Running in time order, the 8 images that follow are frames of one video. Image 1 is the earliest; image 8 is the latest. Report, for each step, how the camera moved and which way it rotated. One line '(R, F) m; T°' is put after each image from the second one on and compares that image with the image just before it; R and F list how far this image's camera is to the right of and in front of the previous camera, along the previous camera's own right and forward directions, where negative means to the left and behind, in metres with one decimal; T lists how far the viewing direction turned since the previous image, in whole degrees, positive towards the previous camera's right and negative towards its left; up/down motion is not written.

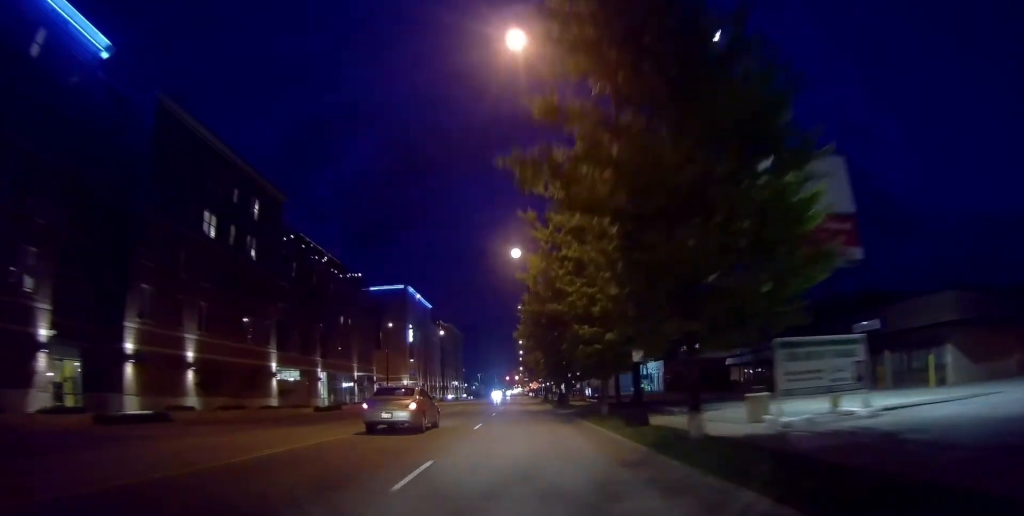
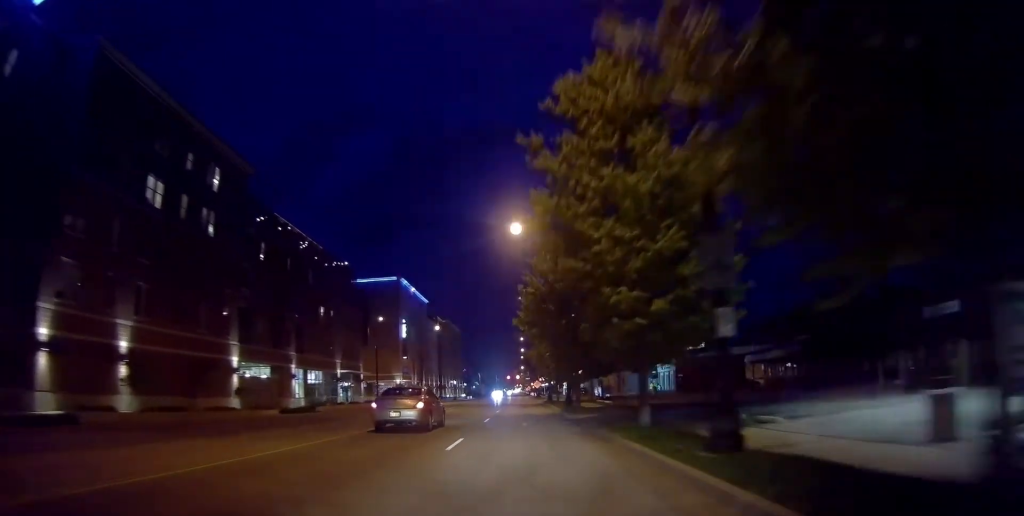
(0.0, +7.4) m; +1°
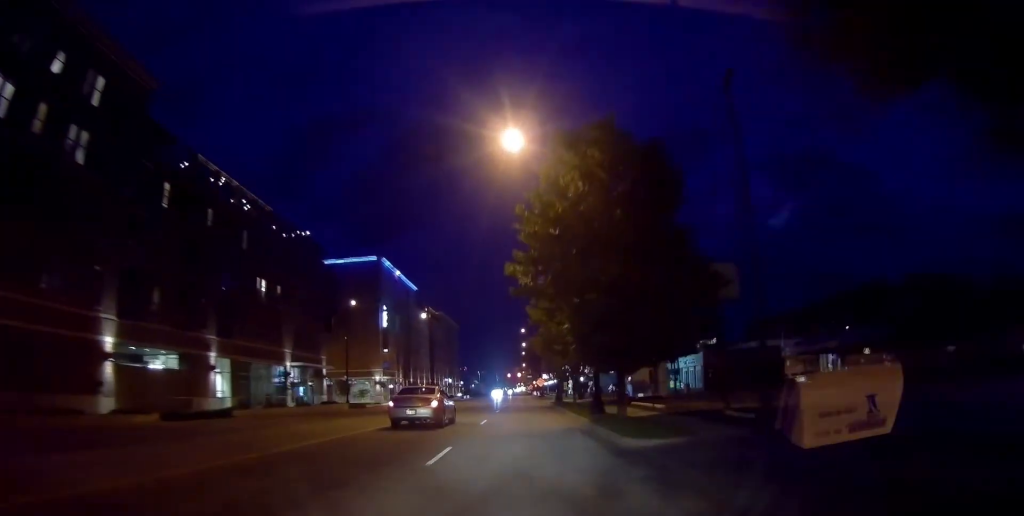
(+0.2, +15.1) m; +1°
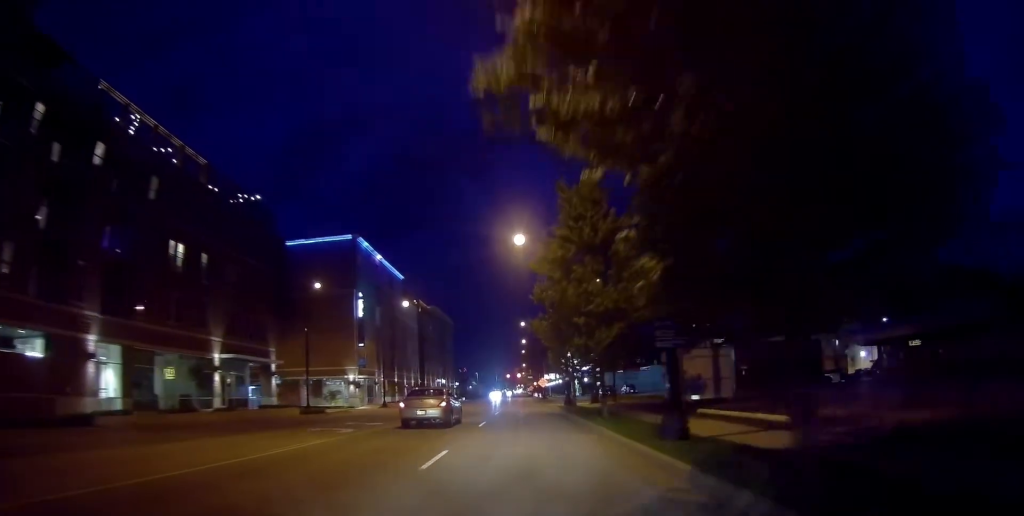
(+0.1, +12.9) m; -1°
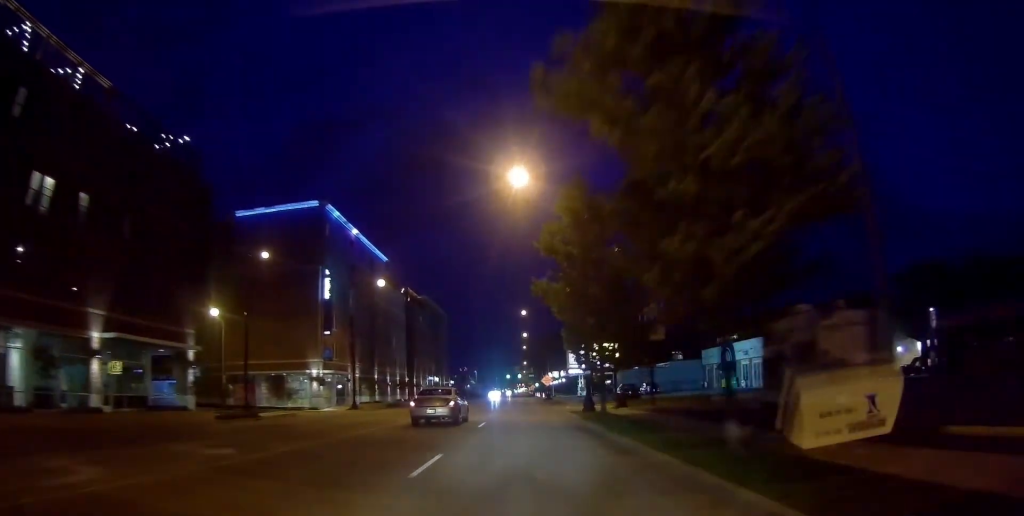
(-0.3, +13.5) m; -1°
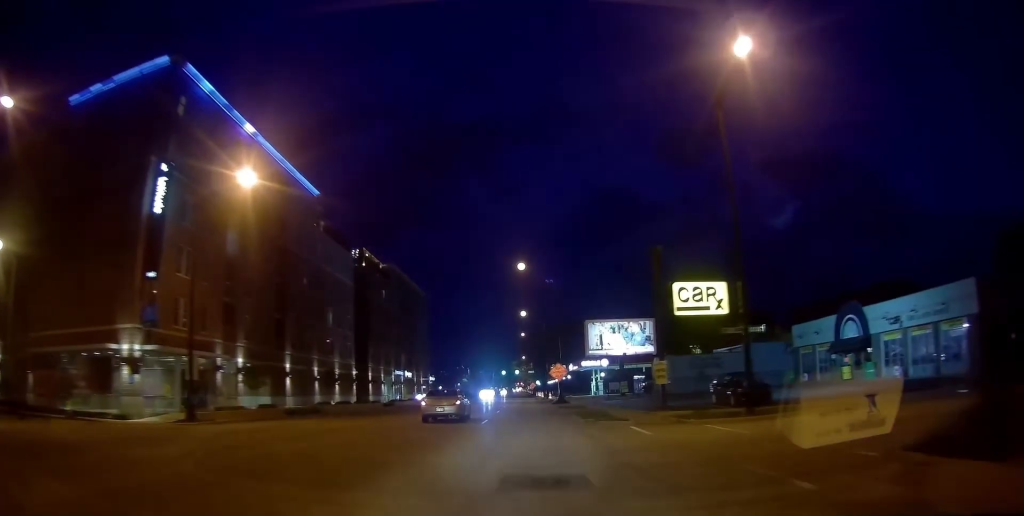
(+0.6, +30.7) m; +2°
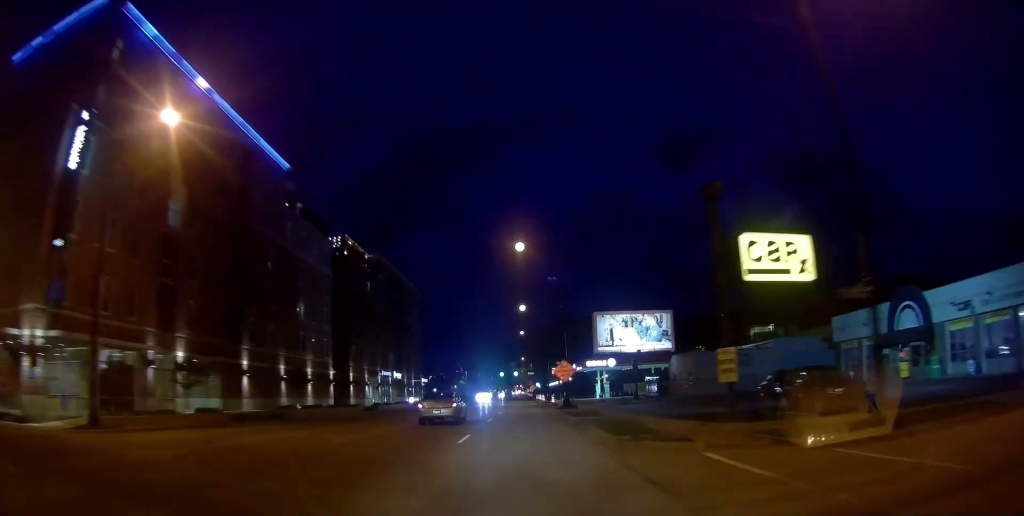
(0.0, +7.8) m; 0°
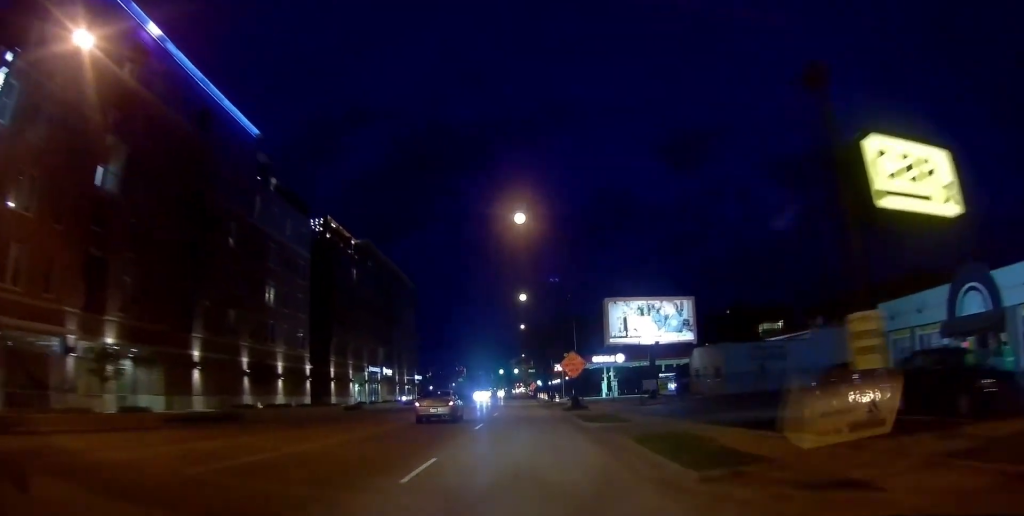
(-0.1, +6.9) m; 0°
